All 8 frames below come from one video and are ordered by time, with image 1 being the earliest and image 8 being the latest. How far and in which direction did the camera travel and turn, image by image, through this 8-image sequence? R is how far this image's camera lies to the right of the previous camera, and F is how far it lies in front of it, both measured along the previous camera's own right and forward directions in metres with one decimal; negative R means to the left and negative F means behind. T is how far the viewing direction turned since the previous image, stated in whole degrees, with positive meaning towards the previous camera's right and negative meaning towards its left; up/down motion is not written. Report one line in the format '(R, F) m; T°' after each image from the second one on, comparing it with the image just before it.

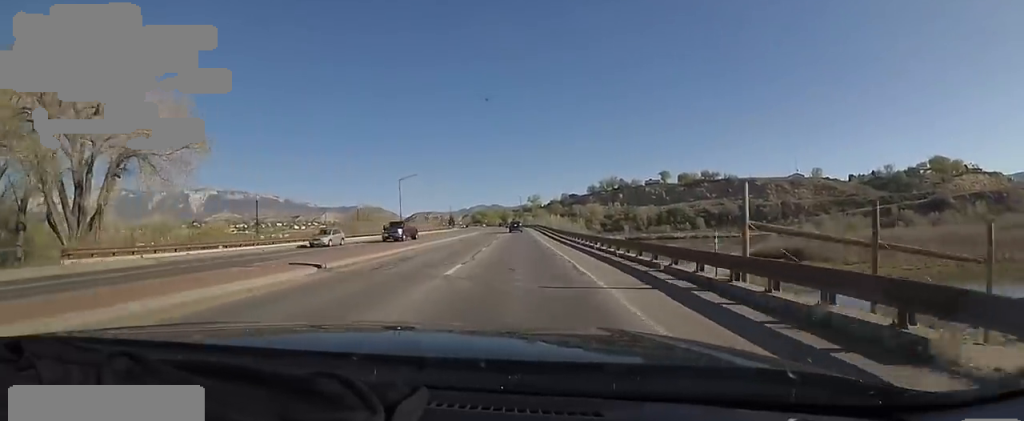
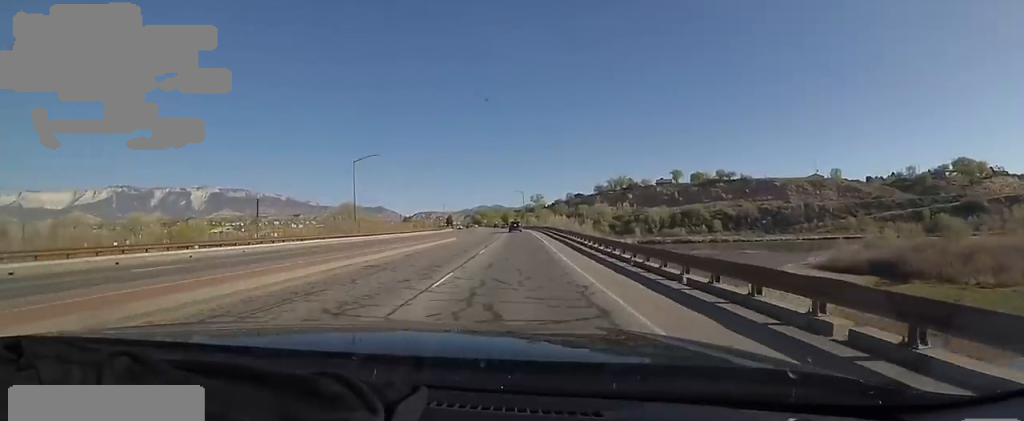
(+0.5, +25.9) m; +1°
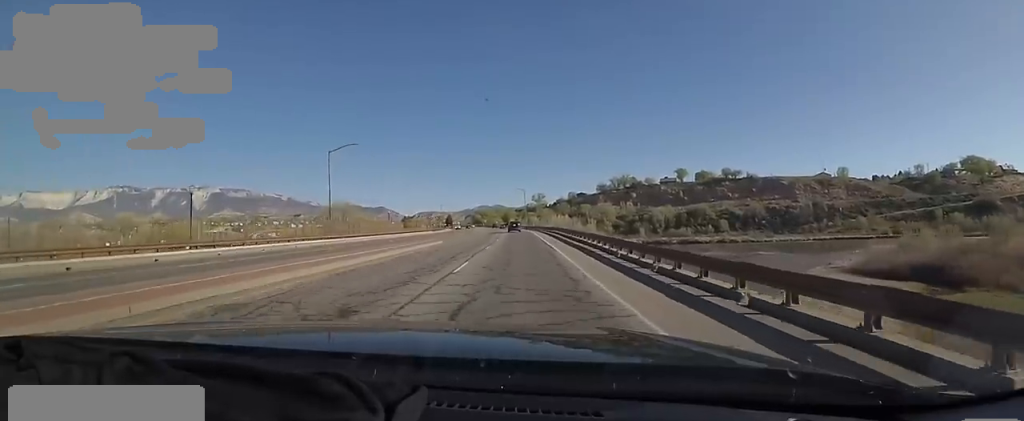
(-0.6, +8.7) m; +1°
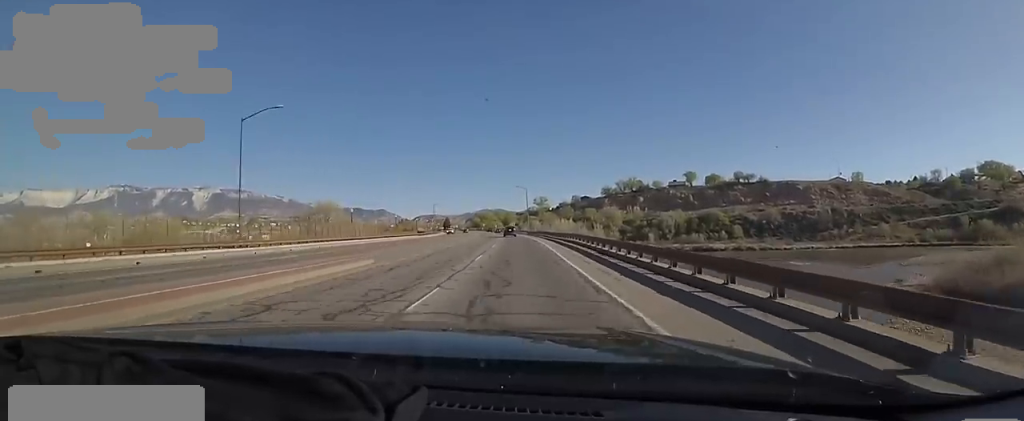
(+1.2, +18.5) m; 0°
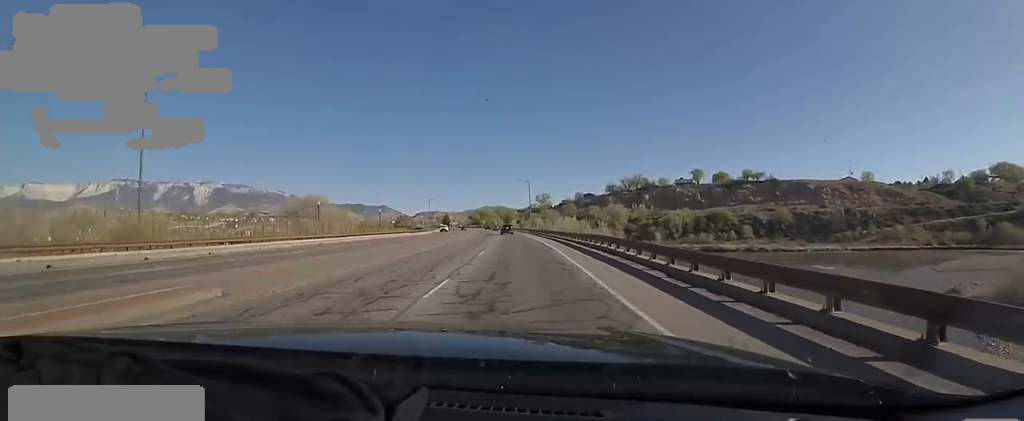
(-0.5, +11.0) m; -1°
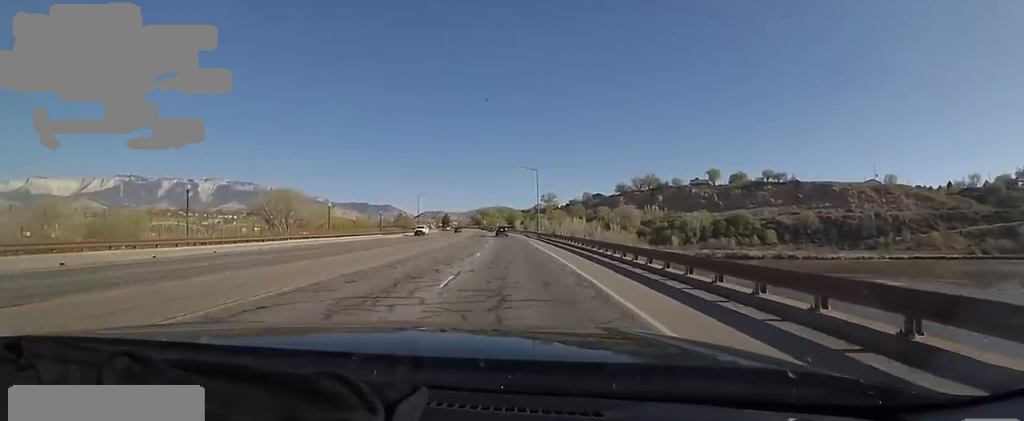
(-0.7, +22.7) m; -1°
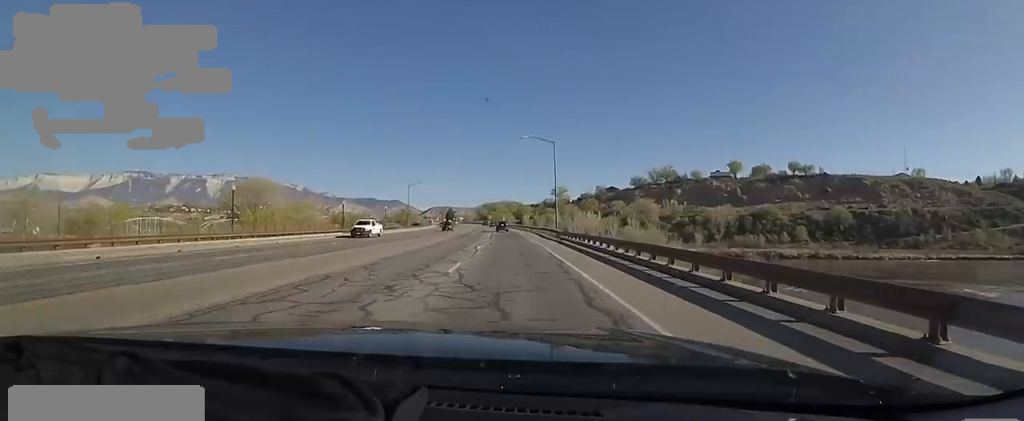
(+0.2, +21.5) m; -2°
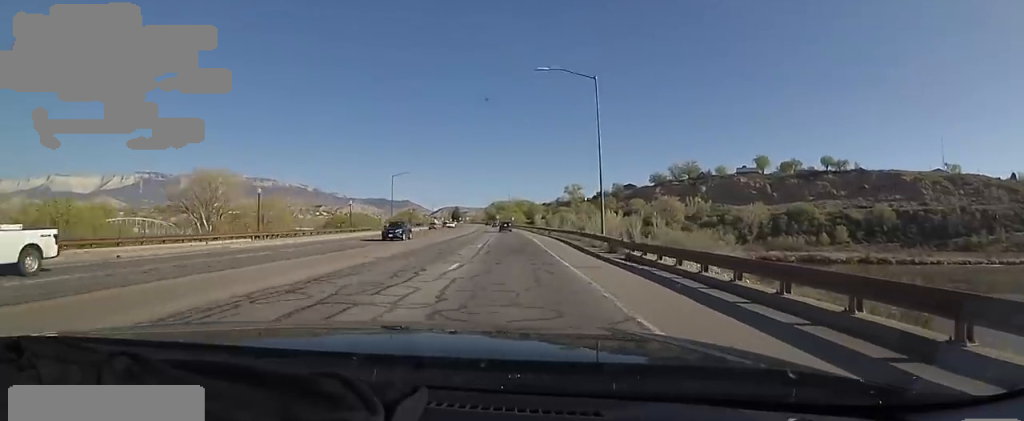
(-1.0, +23.2) m; -1°
